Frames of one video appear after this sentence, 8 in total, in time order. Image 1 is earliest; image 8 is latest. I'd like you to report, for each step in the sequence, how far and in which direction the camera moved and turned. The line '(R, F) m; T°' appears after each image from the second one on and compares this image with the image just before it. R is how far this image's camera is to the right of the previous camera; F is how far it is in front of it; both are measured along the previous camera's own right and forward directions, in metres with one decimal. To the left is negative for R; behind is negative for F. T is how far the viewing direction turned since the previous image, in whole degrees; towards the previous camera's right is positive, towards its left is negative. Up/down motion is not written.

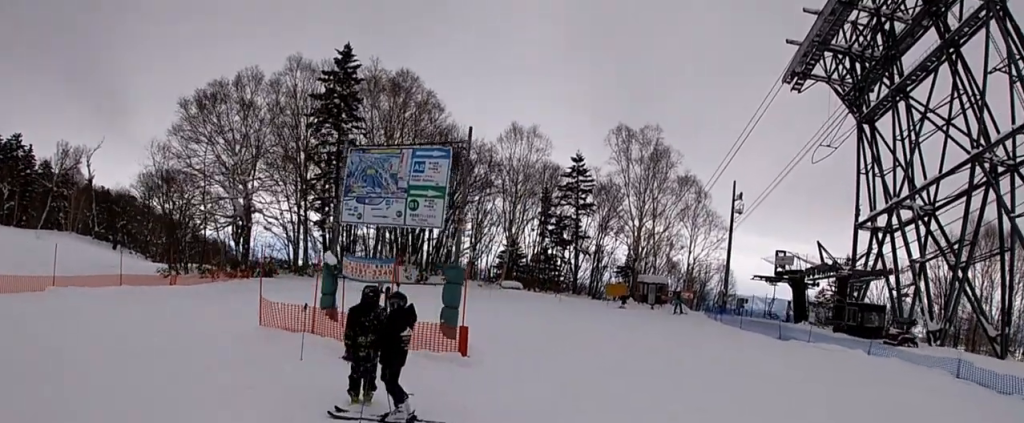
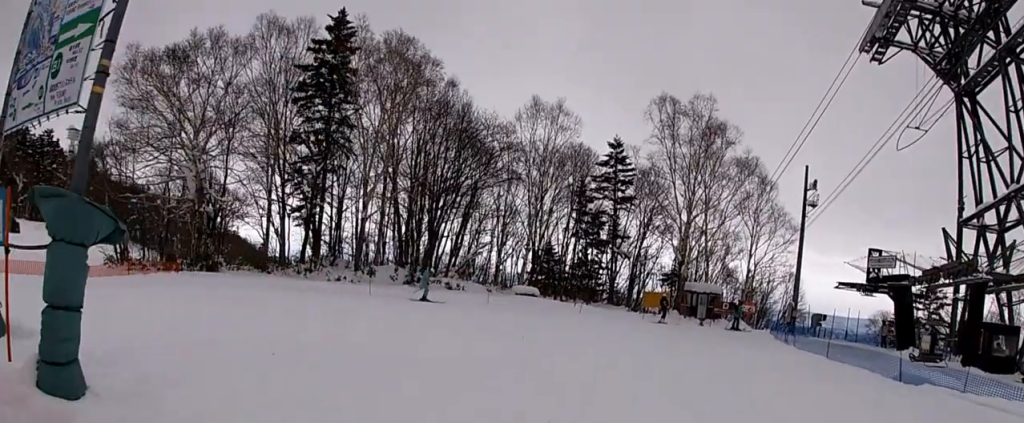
(-1.1, +7.2) m; -5°
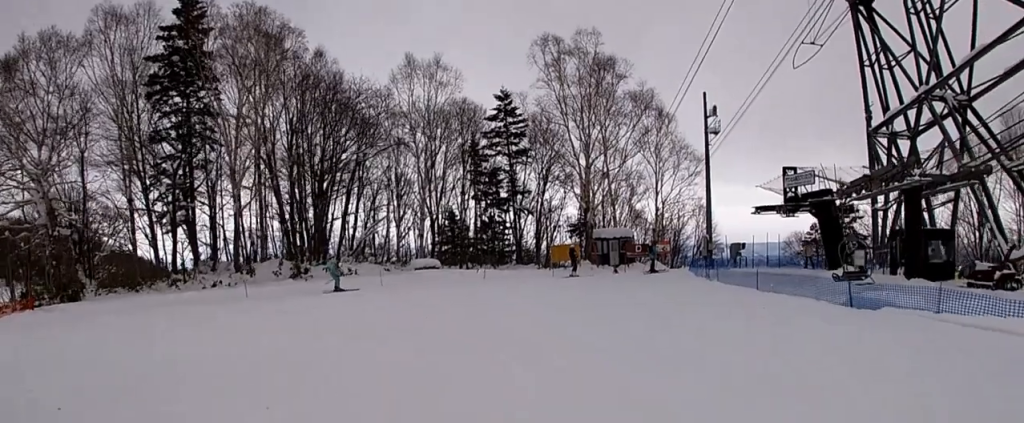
(+0.3, +2.2) m; 0°
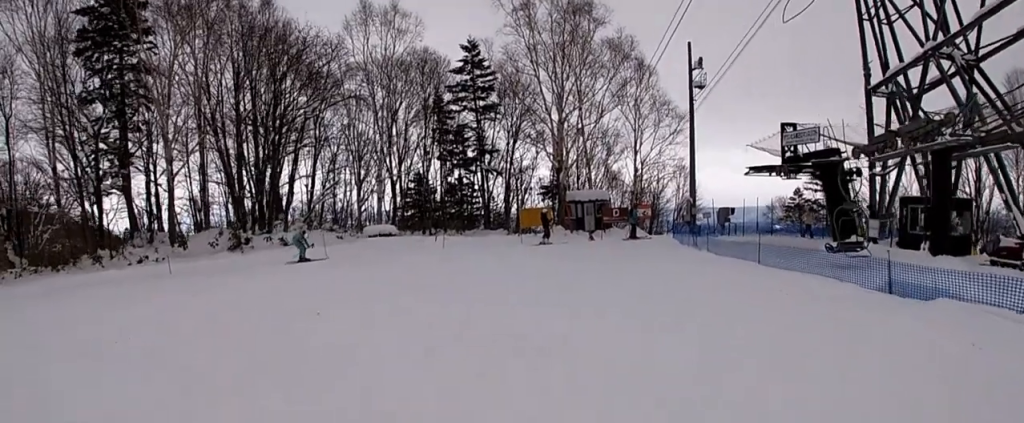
(+0.7, +2.7) m; 0°
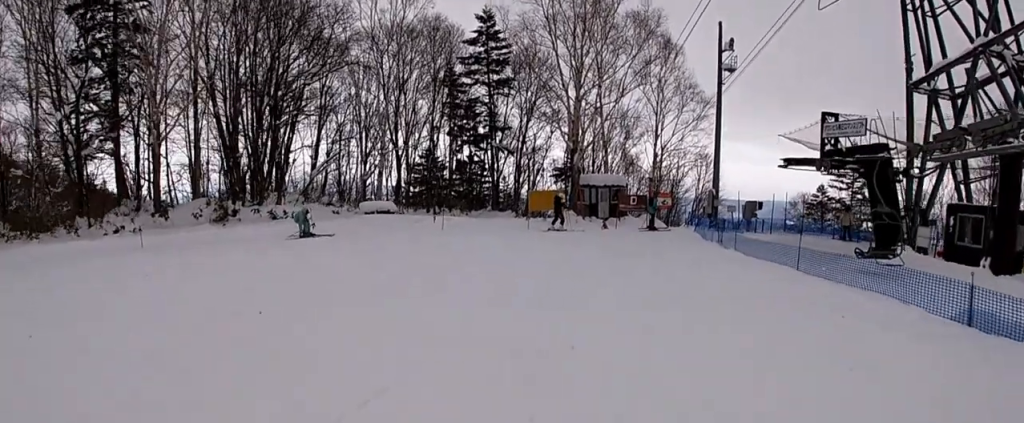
(-0.4, +1.8) m; +2°
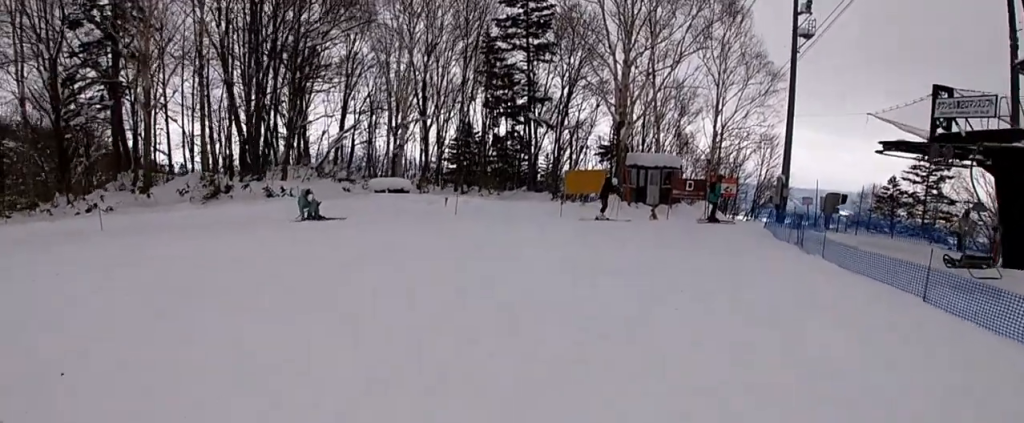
(-0.5, +3.4) m; +6°
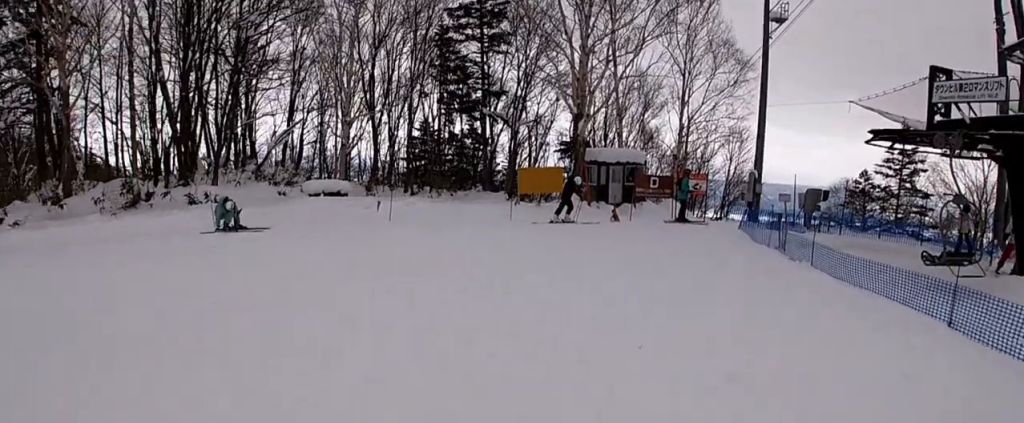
(+0.9, +2.0) m; +7°
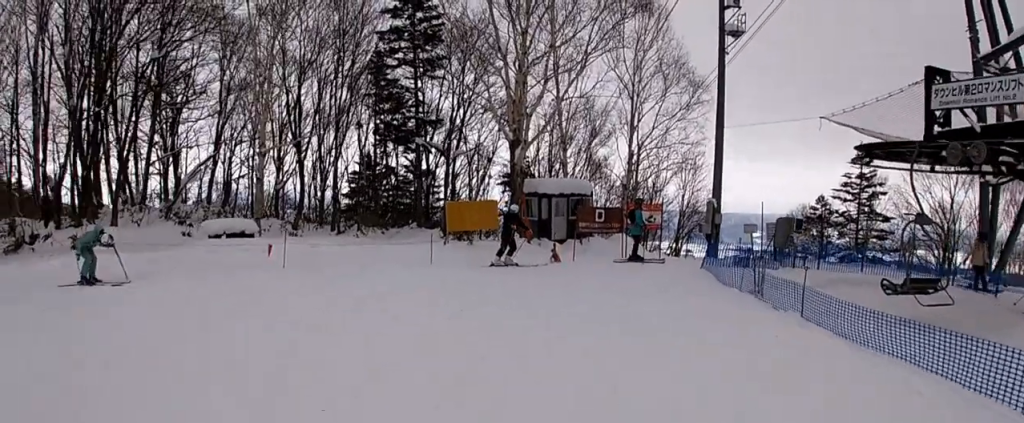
(-0.4, +2.4) m; +1°
